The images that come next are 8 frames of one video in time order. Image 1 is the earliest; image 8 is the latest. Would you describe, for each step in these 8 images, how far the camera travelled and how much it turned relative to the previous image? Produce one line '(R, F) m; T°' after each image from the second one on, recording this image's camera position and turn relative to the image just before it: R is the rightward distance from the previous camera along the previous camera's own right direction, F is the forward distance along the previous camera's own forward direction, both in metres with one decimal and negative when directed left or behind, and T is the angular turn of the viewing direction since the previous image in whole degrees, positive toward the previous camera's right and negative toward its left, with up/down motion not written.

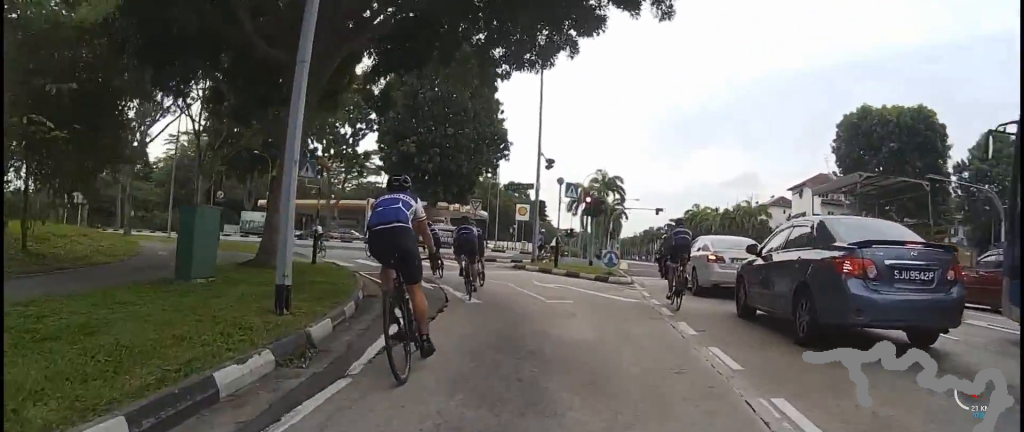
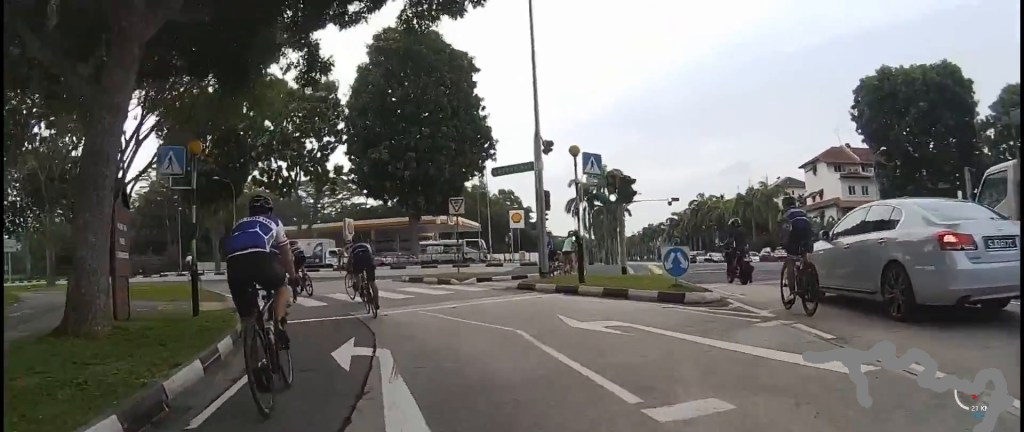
(-0.5, +6.6) m; -3°
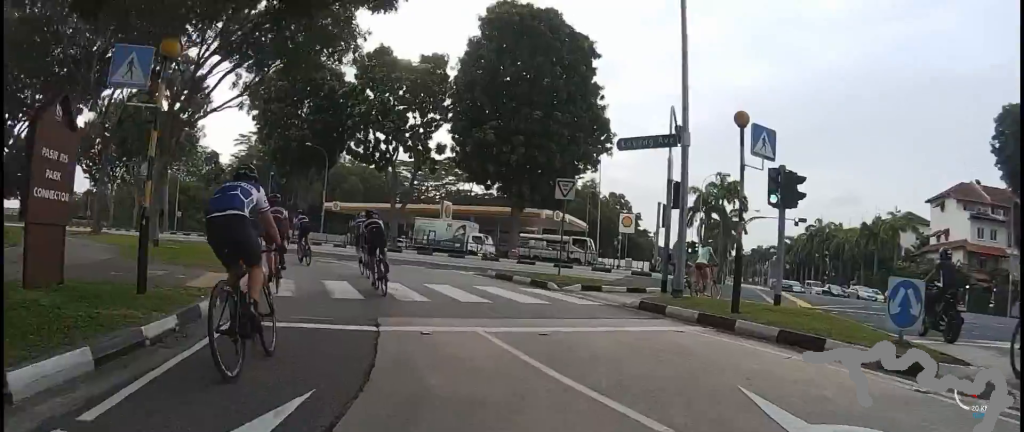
(-0.6, +4.1) m; +8°
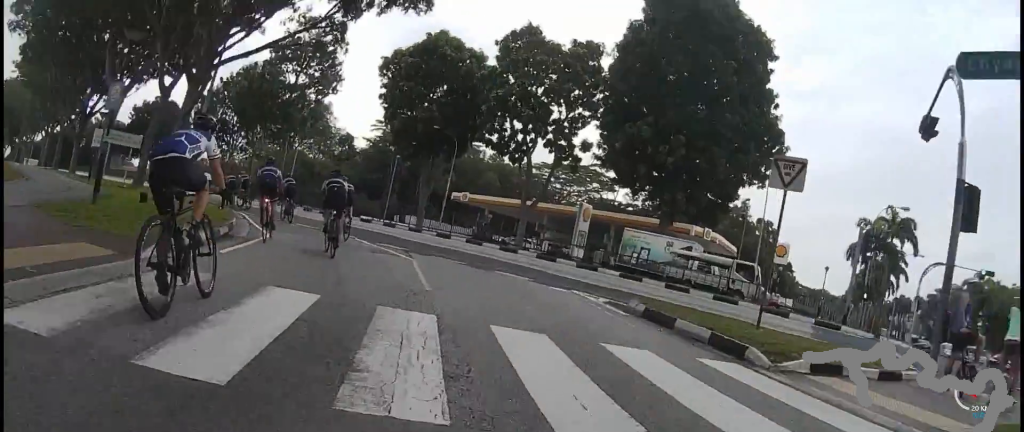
(+1.5, +6.4) m; -1°
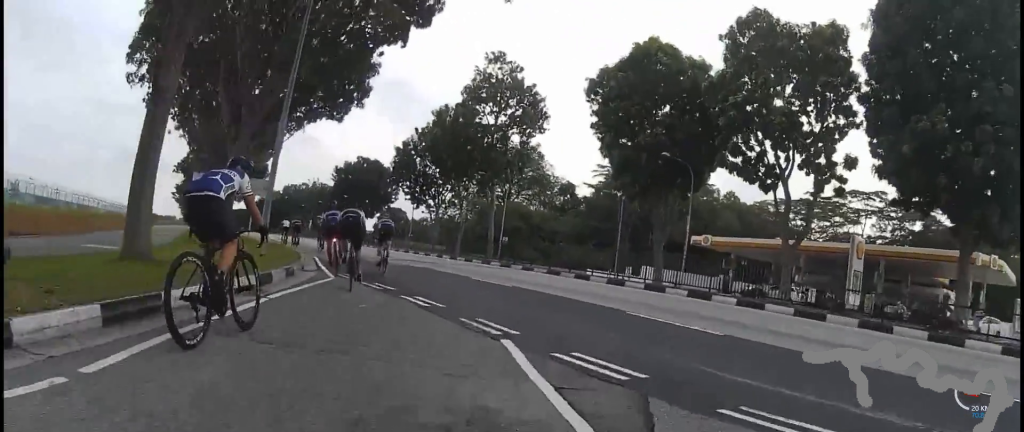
(-1.7, +8.5) m; -20°
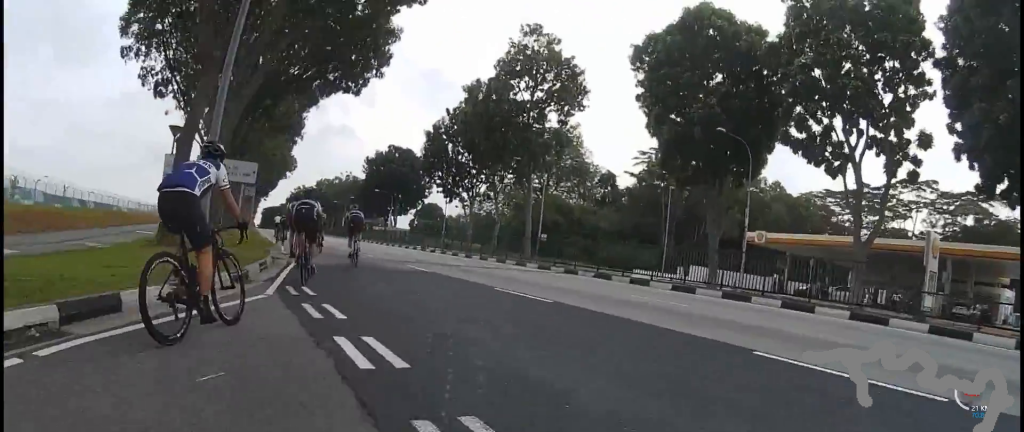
(-0.2, +3.7) m; -11°
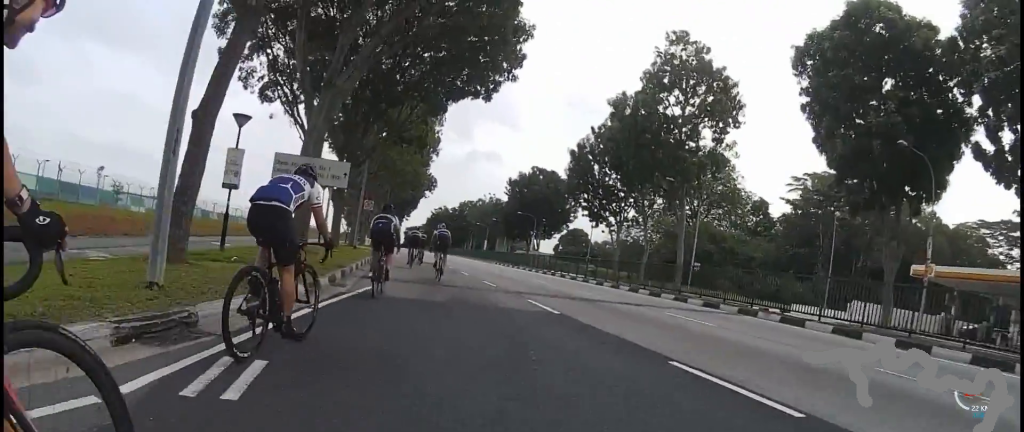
(-1.1, +4.3) m; -14°
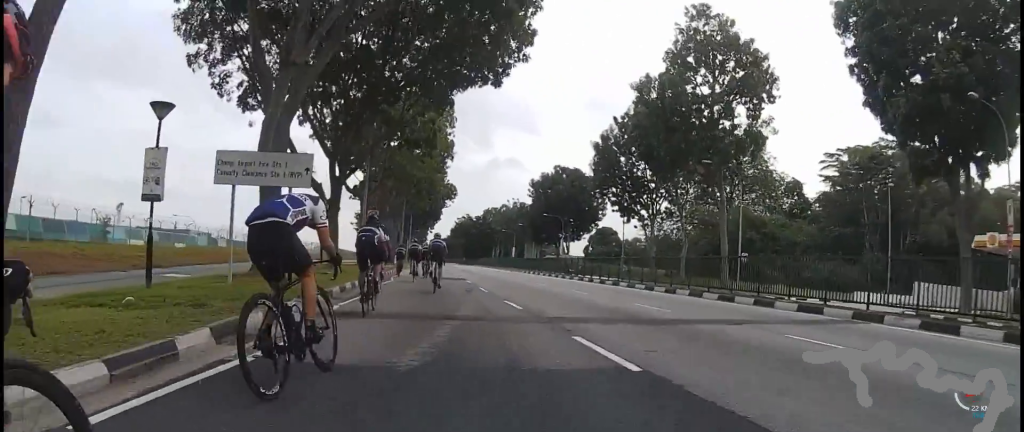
(0.0, +4.2) m; -1°
